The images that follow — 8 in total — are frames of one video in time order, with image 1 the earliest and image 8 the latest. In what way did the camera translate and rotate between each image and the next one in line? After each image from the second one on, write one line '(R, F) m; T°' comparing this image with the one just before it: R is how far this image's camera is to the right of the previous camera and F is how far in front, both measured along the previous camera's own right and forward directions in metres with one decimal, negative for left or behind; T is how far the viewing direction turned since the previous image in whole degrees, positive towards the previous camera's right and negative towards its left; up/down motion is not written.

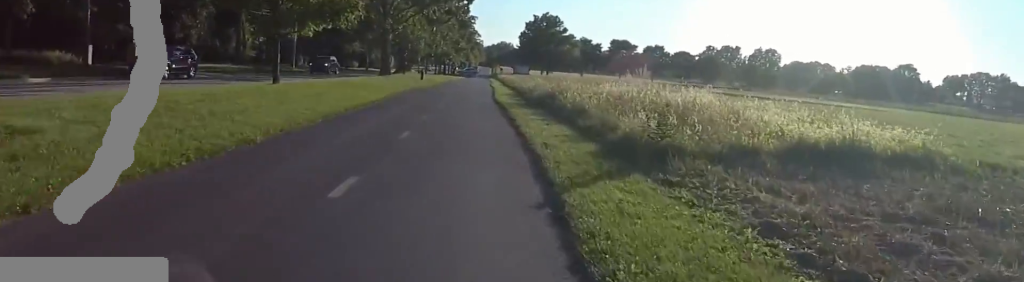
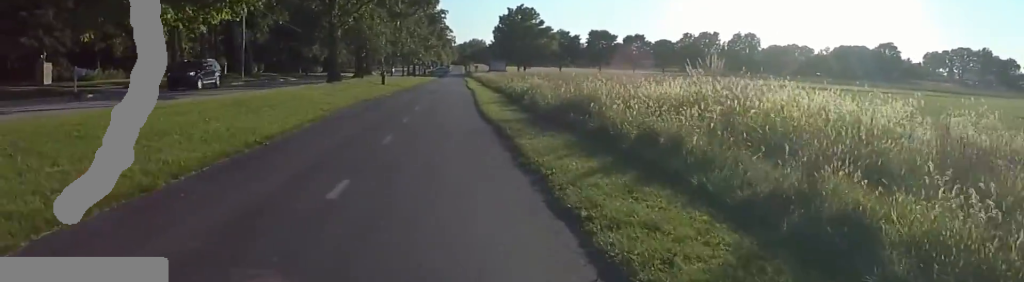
(+0.2, +8.2) m; +6°
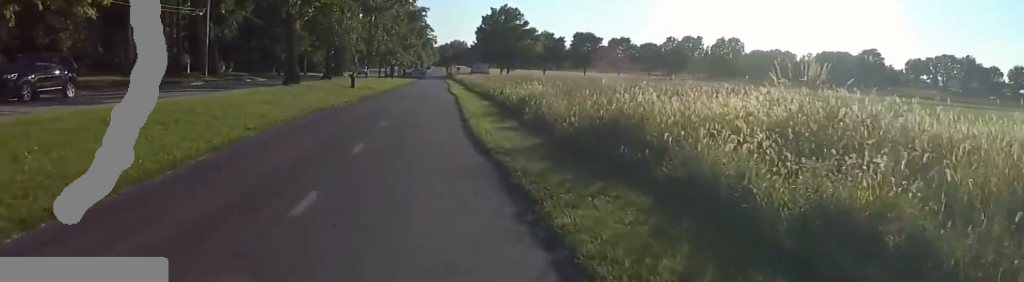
(+0.3, +4.9) m; 0°
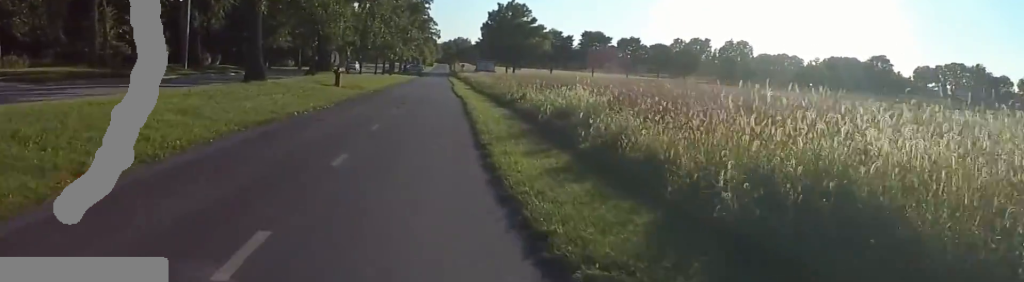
(+0.5, +5.6) m; -4°
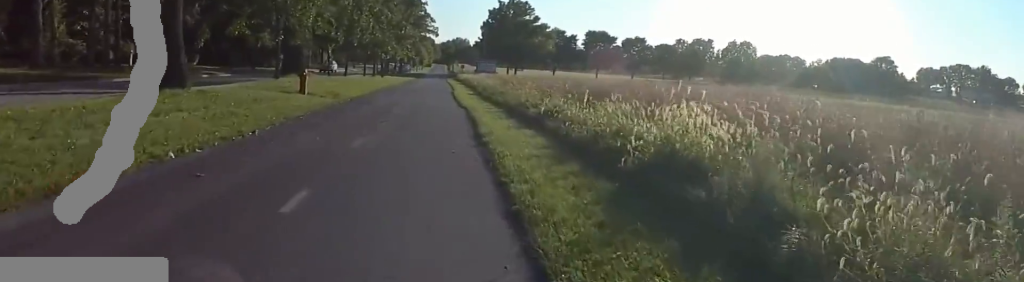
(-1.4, +6.0) m; -5°
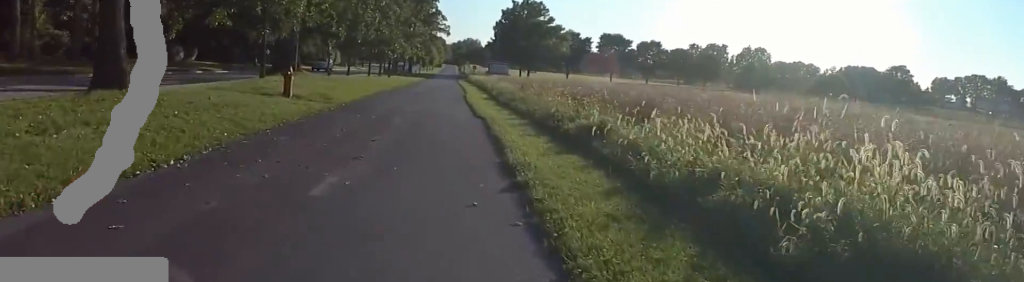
(+0.4, +3.2) m; +2°
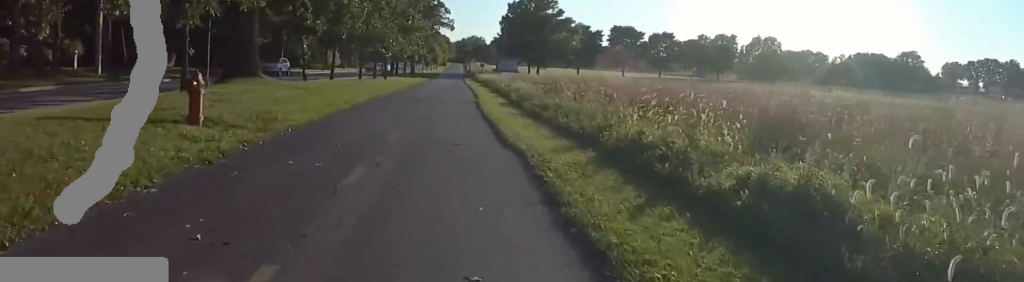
(+0.4, +6.5) m; +3°
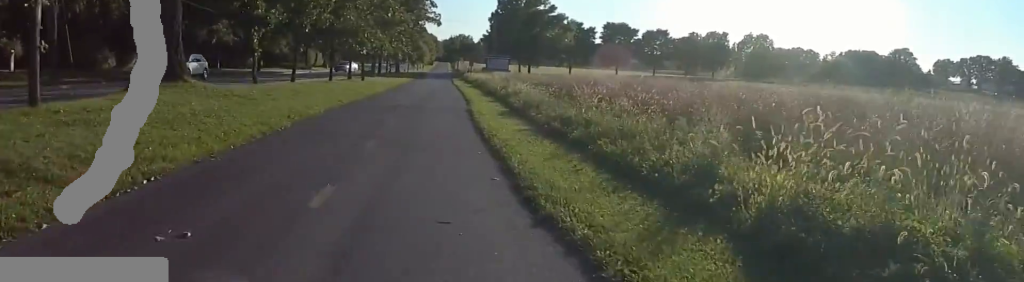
(-0.2, +4.9) m; +1°
